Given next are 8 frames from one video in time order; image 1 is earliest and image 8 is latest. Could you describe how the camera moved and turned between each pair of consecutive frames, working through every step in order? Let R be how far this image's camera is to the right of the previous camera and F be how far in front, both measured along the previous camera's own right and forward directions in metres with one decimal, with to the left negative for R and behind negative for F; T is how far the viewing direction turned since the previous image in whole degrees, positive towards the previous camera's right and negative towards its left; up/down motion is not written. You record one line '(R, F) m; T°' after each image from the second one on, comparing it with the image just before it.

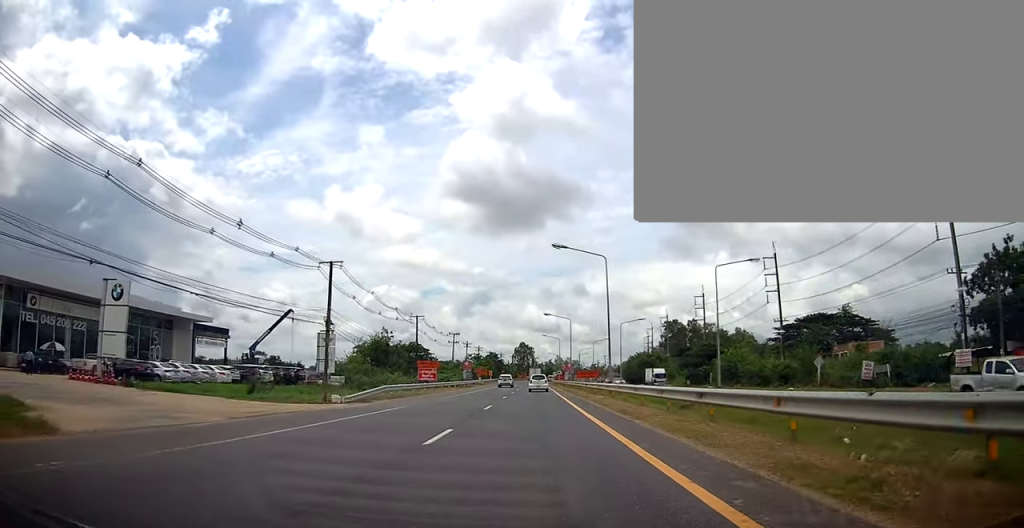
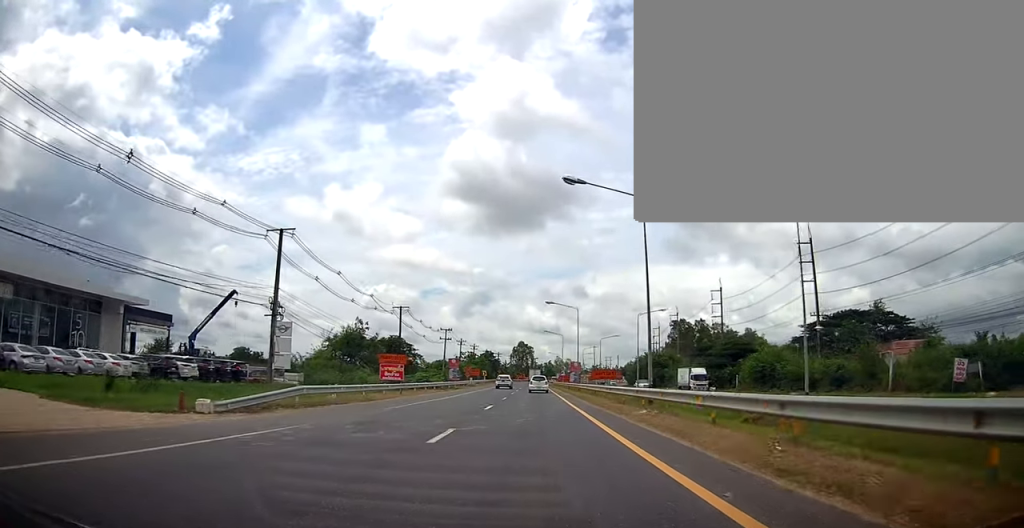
(0.0, +12.2) m; 0°
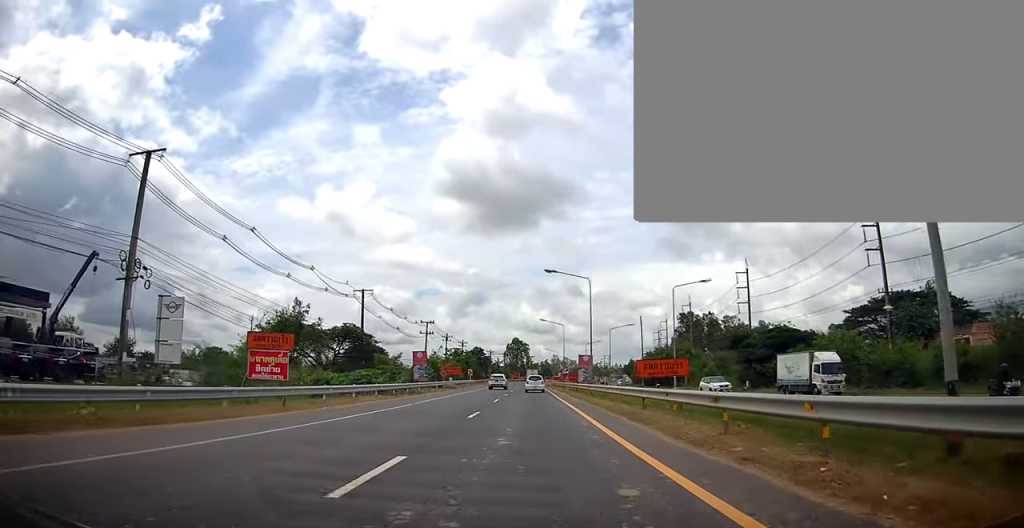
(-0.1, +17.2) m; 0°
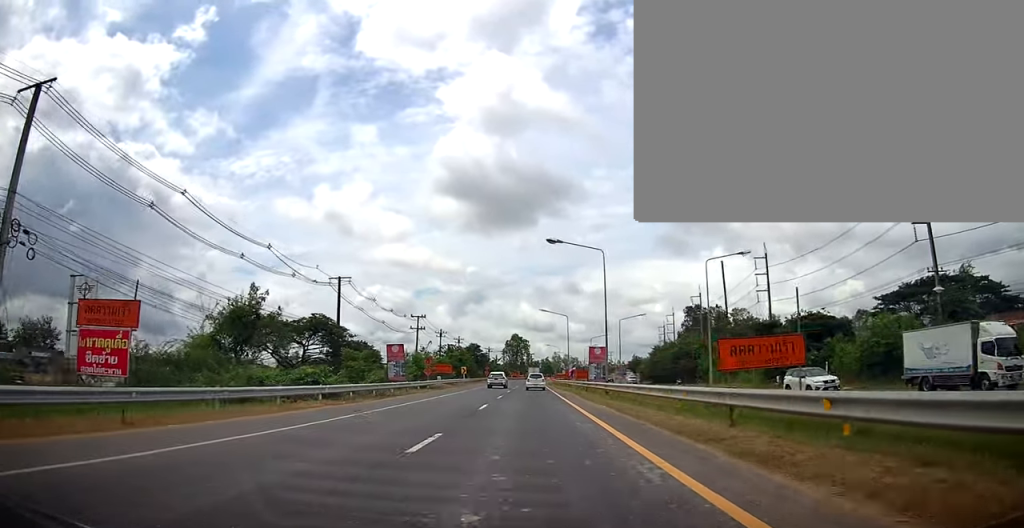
(0.0, +8.5) m; 0°
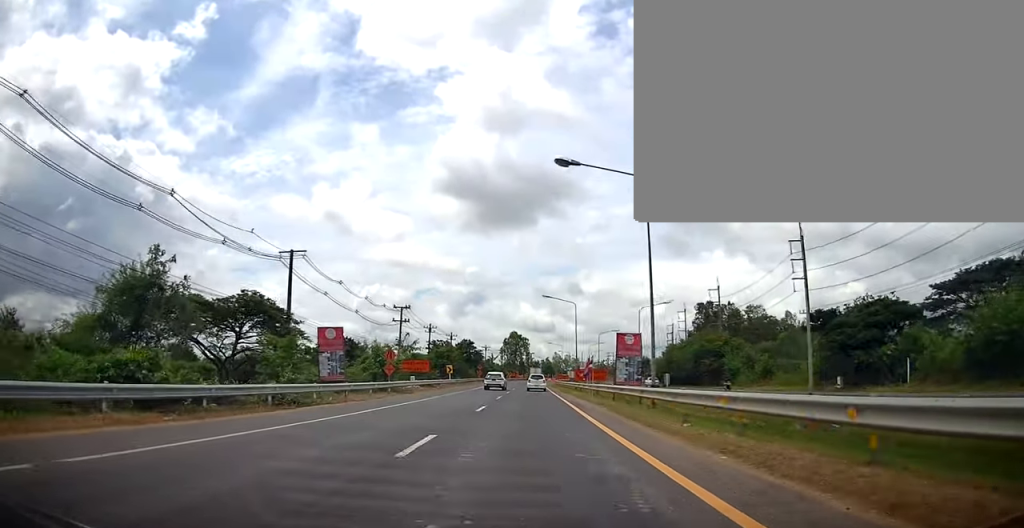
(0.0, +12.6) m; 0°
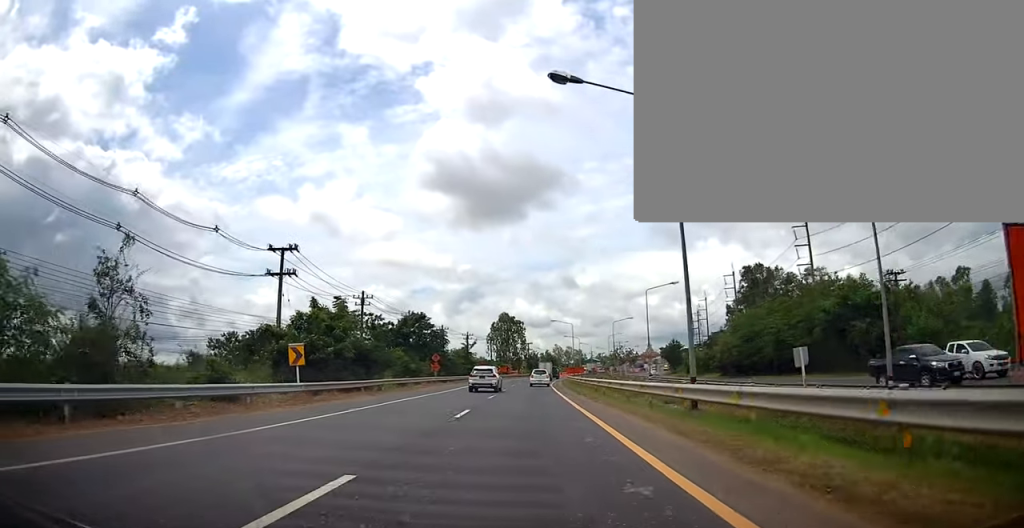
(+1.2, +41.4) m; +2°
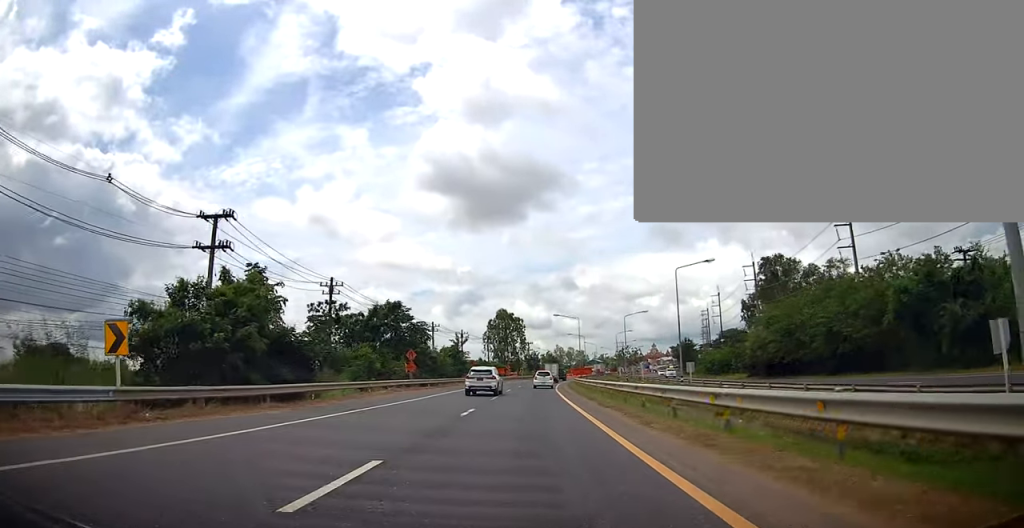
(-0.2, +11.2) m; -2°
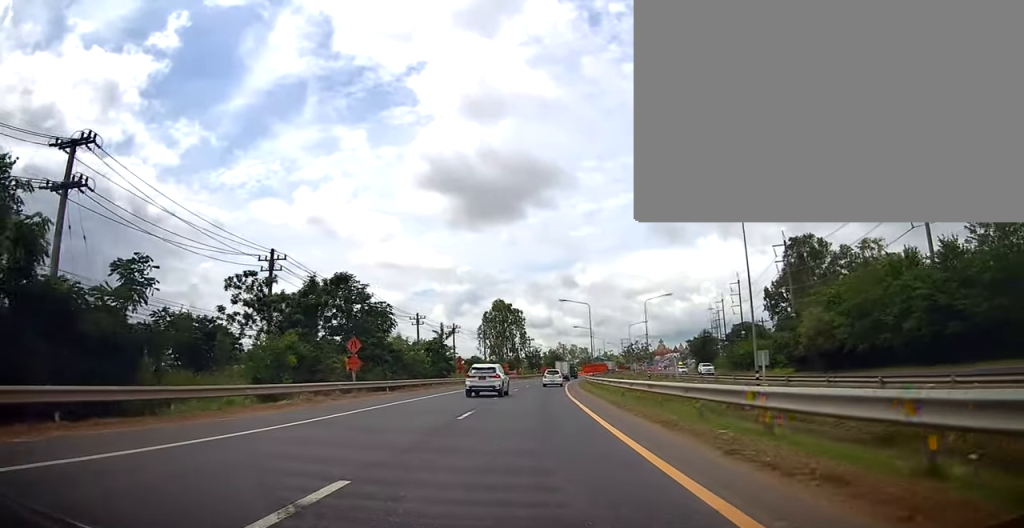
(-0.6, +15.0) m; -2°
